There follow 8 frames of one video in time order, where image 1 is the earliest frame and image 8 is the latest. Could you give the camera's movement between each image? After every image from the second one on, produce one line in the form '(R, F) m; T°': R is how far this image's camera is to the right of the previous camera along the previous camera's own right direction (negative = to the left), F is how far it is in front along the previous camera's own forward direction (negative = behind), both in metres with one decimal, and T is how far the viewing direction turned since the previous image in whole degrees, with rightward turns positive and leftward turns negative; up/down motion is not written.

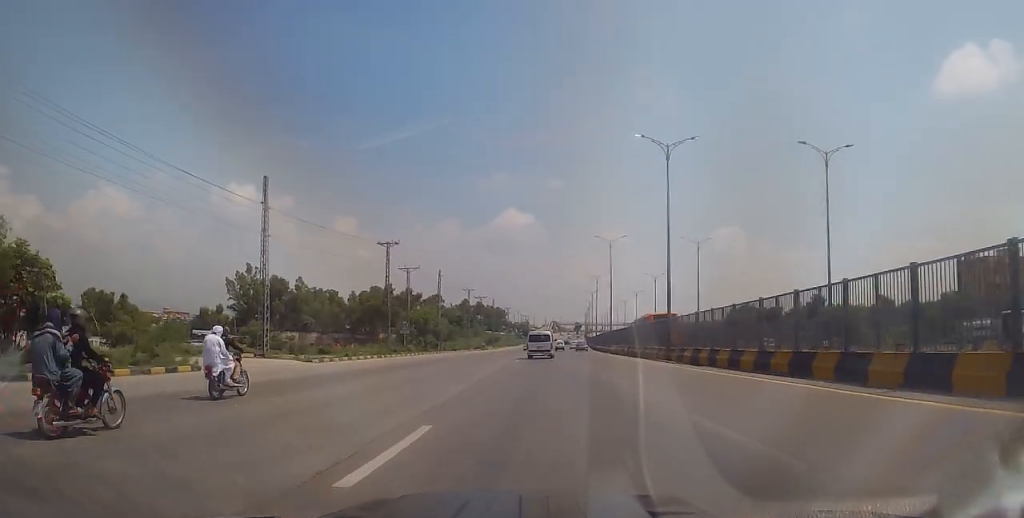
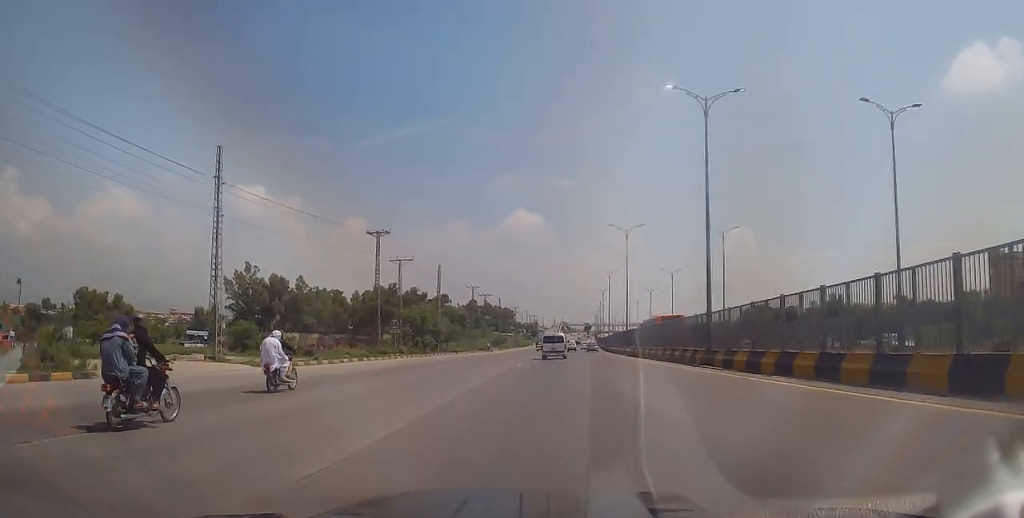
(+0.1, +7.3) m; -2°
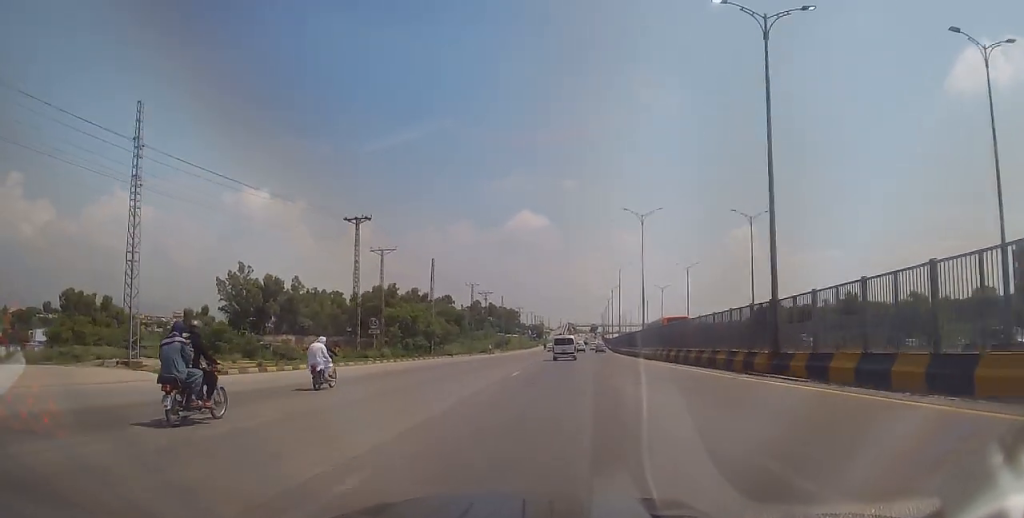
(-0.4, +8.3) m; -2°
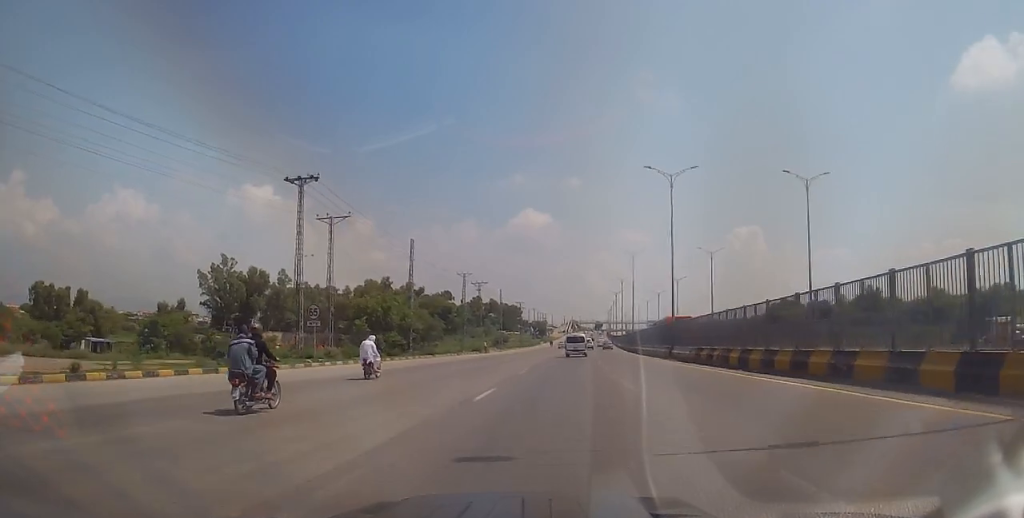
(-0.1, +12.8) m; +1°
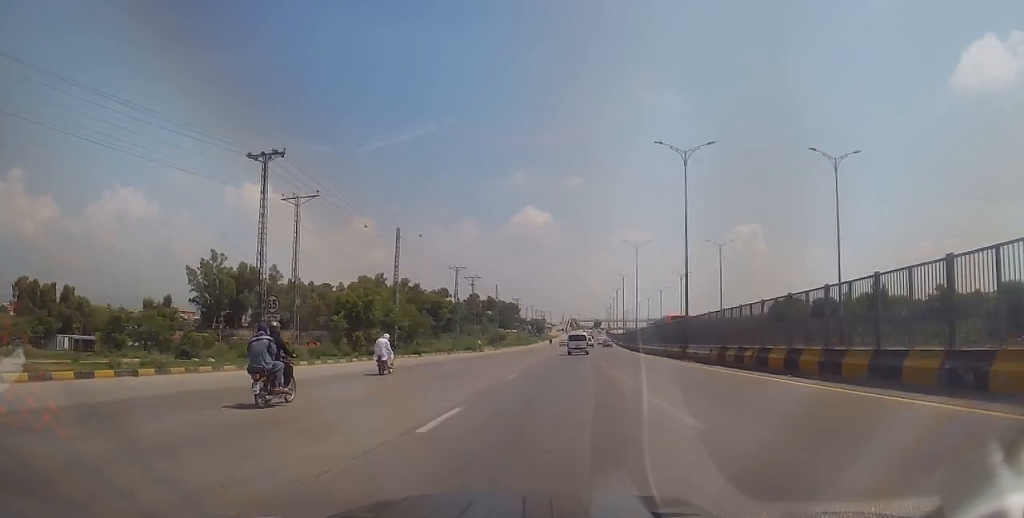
(0.0, +5.2) m; +1°
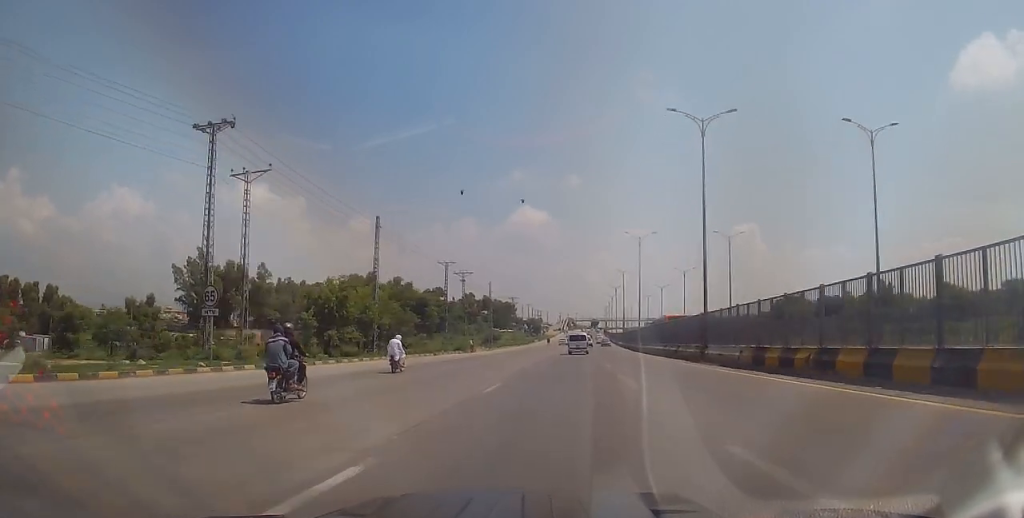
(+0.2, +5.6) m; +1°
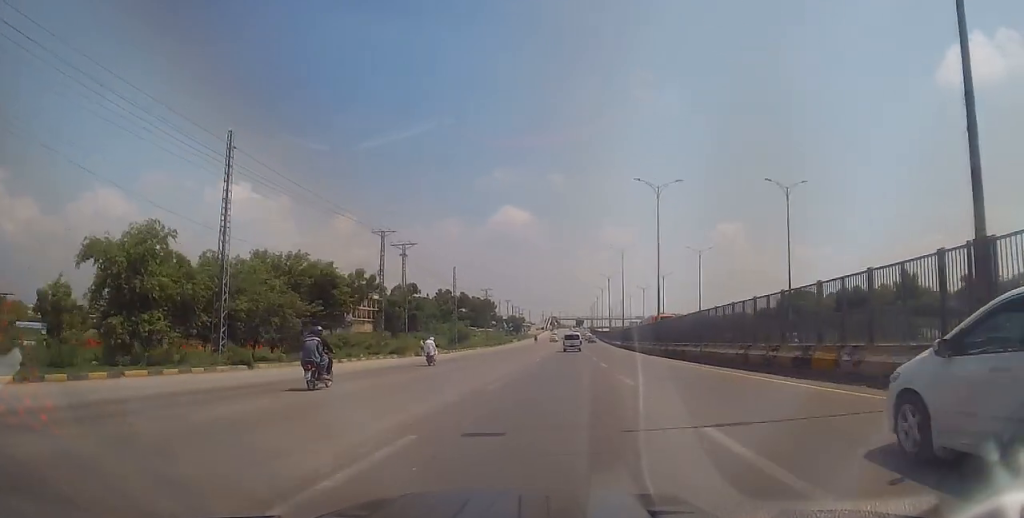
(+0.1, +22.7) m; -1°
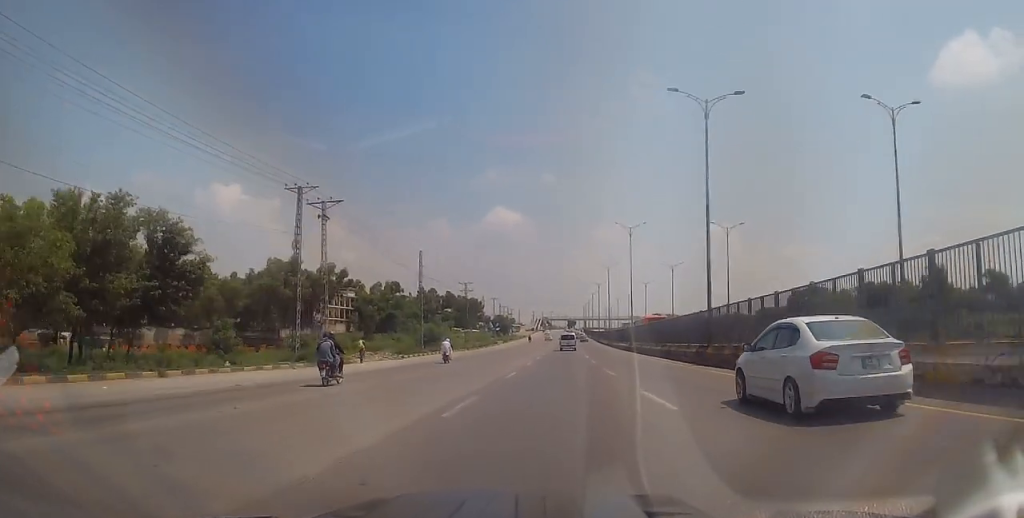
(0.0, +17.4) m; +1°
